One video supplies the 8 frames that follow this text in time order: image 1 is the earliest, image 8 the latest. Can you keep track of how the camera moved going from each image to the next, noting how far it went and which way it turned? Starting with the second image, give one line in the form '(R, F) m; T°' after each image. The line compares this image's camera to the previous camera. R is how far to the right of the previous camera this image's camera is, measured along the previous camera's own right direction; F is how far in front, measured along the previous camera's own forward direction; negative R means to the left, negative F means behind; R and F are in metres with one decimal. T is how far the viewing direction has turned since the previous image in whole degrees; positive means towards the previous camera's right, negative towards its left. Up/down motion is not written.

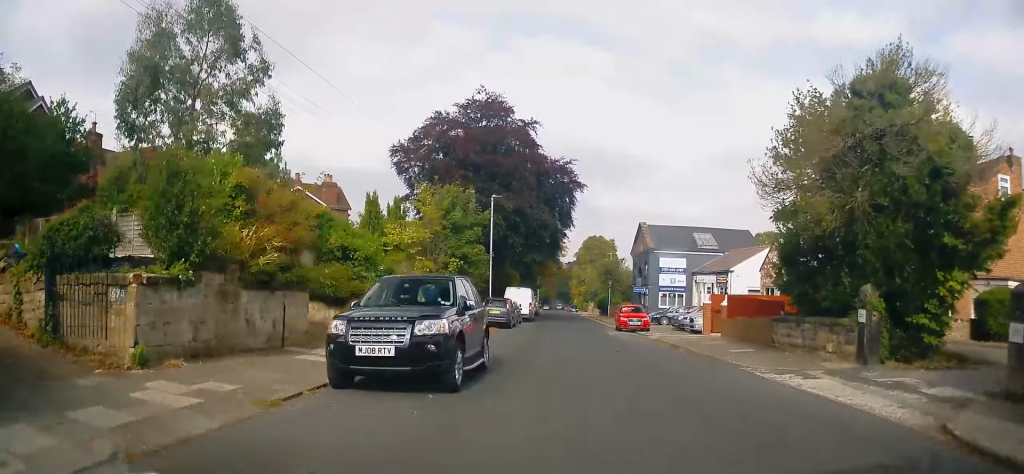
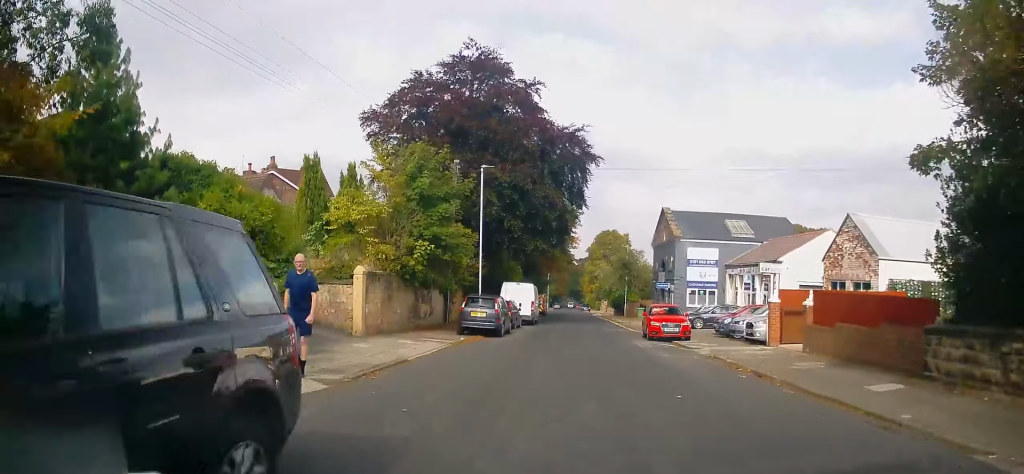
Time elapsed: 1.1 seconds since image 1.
(-0.3, +8.6) m; -2°
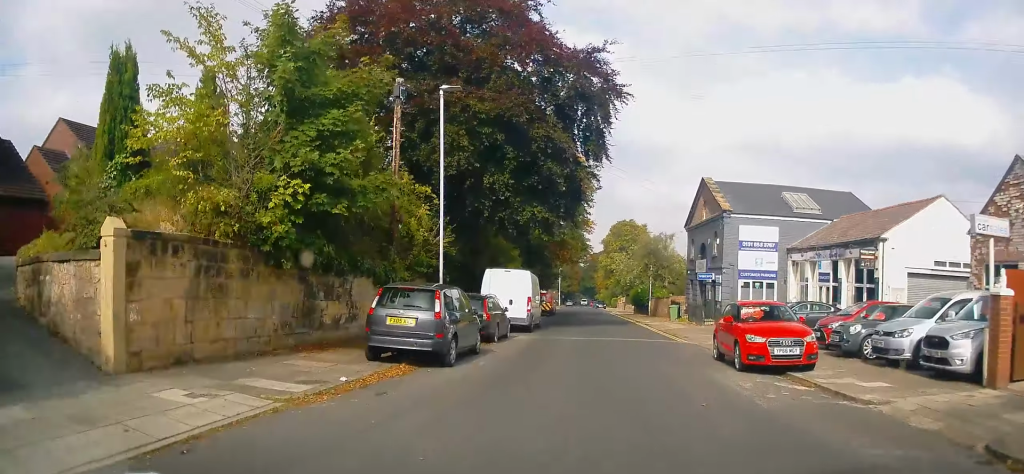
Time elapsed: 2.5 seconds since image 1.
(0.0, +11.5) m; +1°
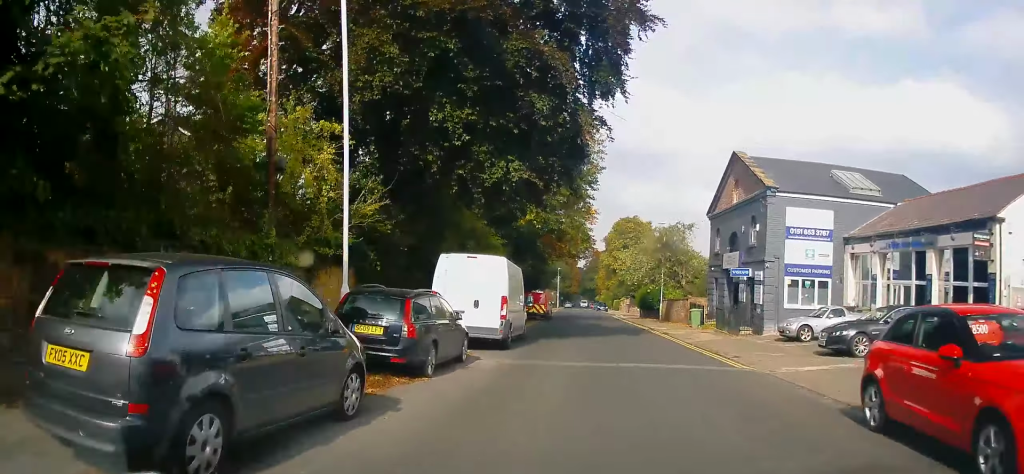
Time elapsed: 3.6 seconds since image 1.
(+0.1, +8.1) m; +1°
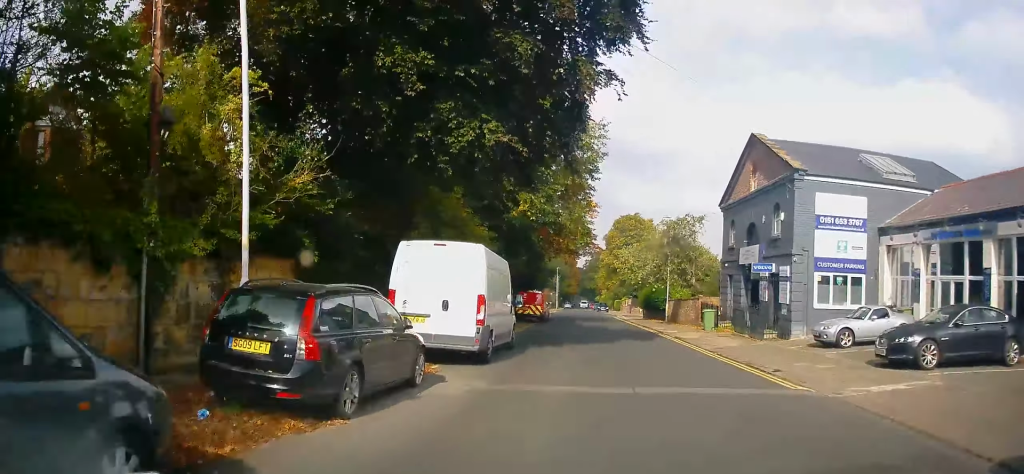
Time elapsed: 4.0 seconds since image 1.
(+0.1, +3.6) m; 0°
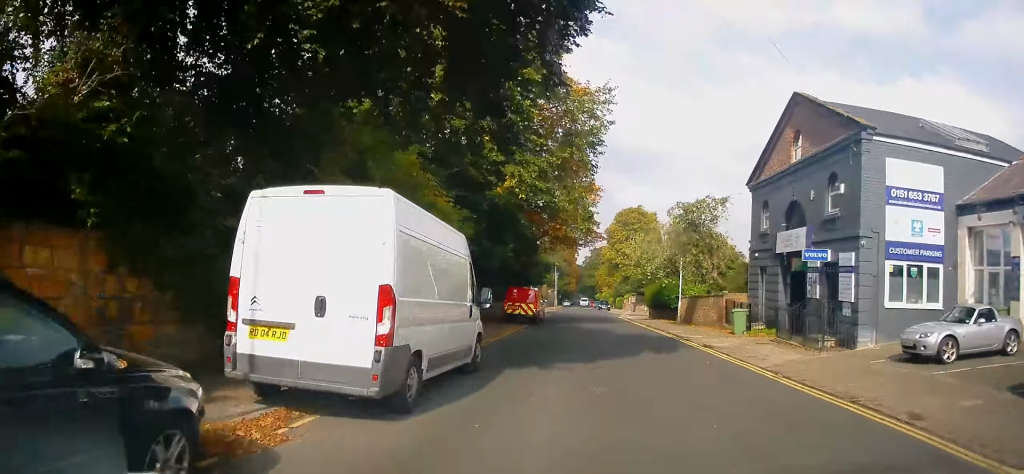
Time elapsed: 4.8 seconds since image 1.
(-0.1, +6.1) m; -1°
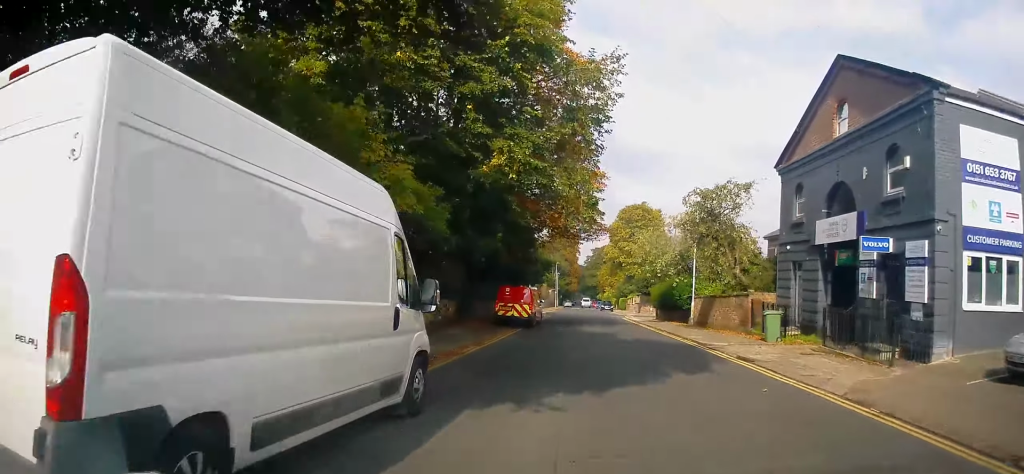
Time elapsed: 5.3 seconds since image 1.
(0.0, +4.3) m; 0°
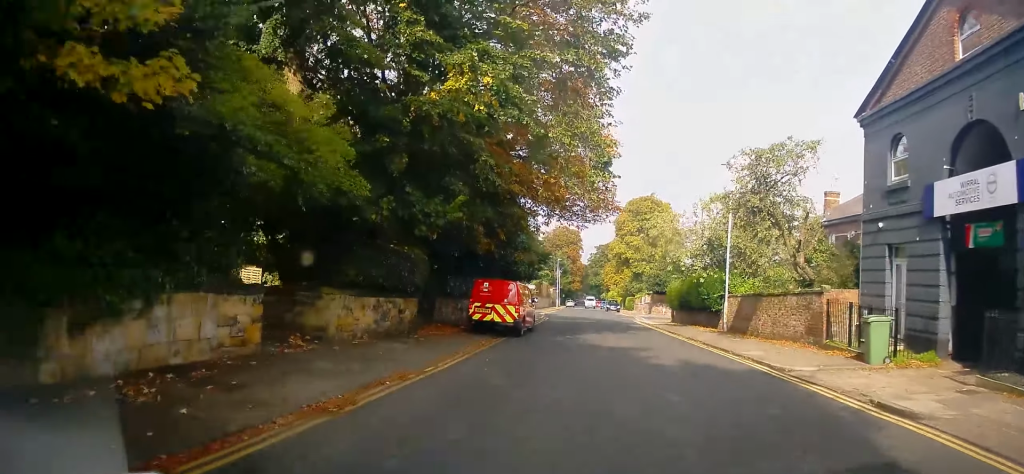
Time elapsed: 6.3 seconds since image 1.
(0.0, +7.8) m; 0°
